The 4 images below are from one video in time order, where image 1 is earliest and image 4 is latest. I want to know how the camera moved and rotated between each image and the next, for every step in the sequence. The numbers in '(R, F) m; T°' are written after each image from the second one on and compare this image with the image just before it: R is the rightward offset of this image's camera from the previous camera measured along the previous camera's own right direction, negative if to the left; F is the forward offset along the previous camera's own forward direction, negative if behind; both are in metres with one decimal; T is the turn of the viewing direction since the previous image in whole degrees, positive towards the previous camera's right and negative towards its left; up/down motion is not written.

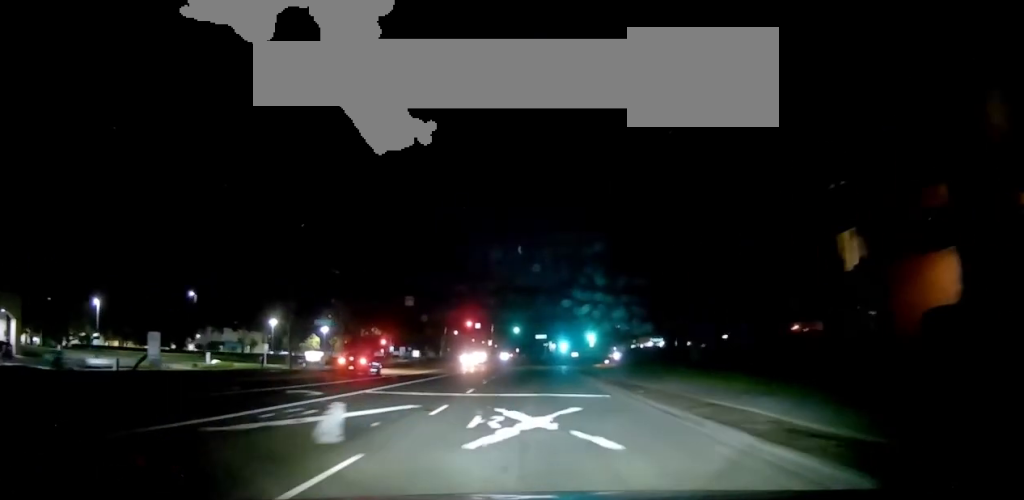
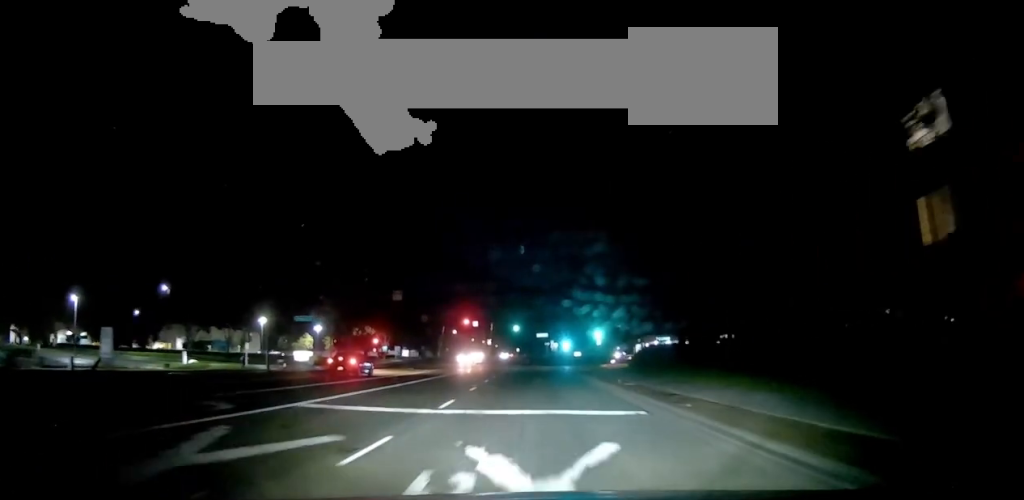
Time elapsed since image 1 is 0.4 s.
(0.0, +5.5) m; -1°
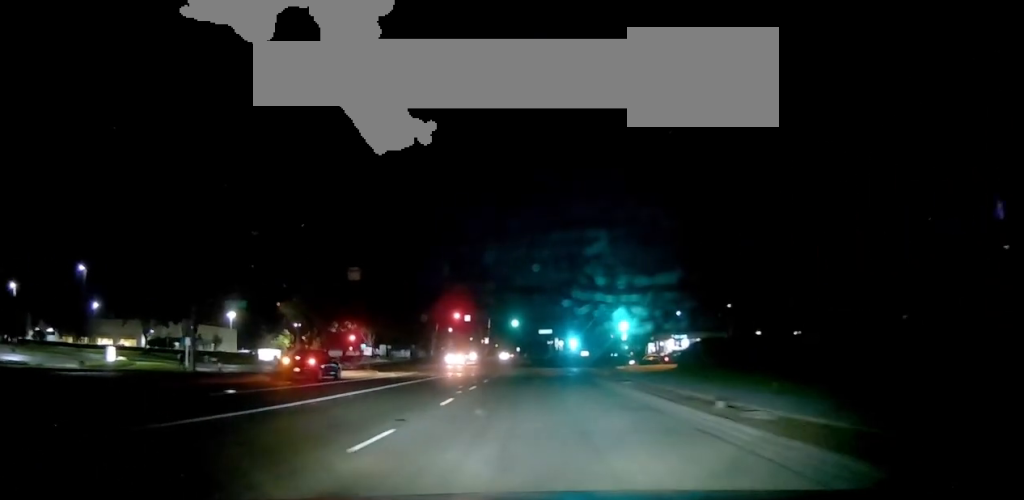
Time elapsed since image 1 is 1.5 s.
(-0.7, +13.7) m; -3°
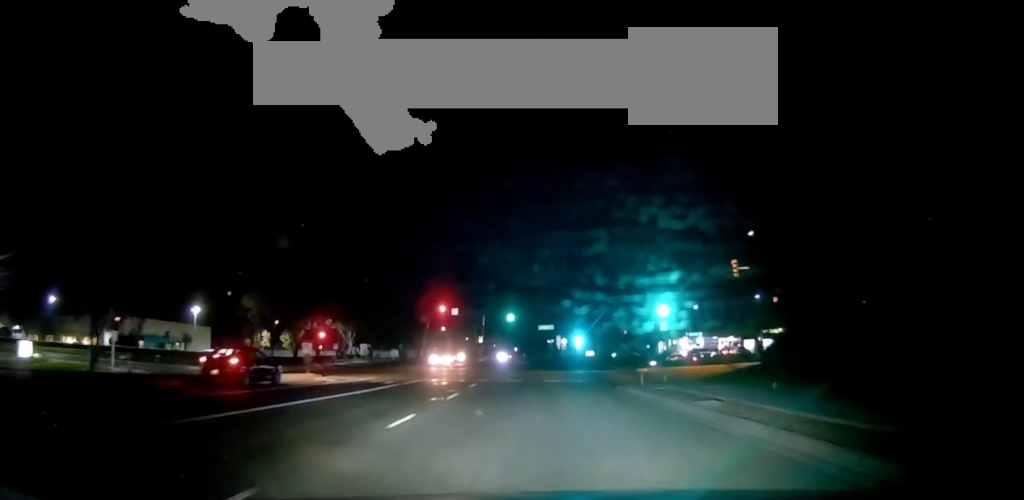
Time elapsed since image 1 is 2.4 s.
(0.0, +12.0) m; +1°
